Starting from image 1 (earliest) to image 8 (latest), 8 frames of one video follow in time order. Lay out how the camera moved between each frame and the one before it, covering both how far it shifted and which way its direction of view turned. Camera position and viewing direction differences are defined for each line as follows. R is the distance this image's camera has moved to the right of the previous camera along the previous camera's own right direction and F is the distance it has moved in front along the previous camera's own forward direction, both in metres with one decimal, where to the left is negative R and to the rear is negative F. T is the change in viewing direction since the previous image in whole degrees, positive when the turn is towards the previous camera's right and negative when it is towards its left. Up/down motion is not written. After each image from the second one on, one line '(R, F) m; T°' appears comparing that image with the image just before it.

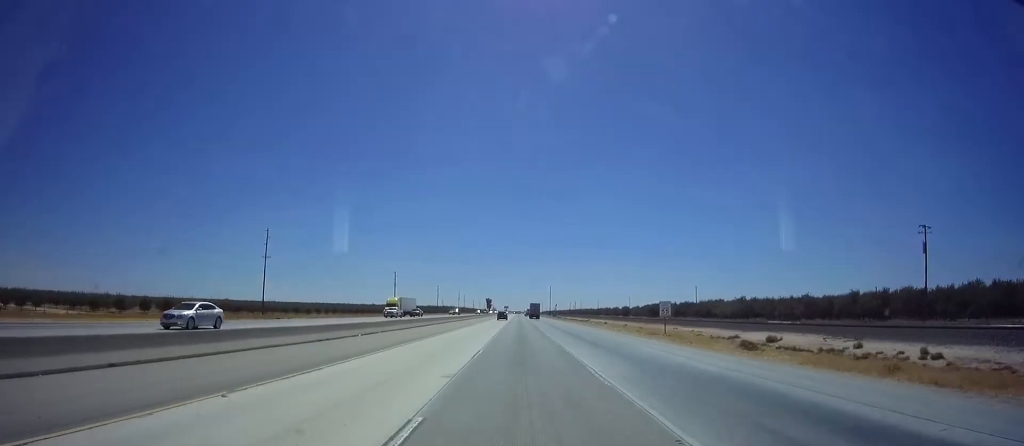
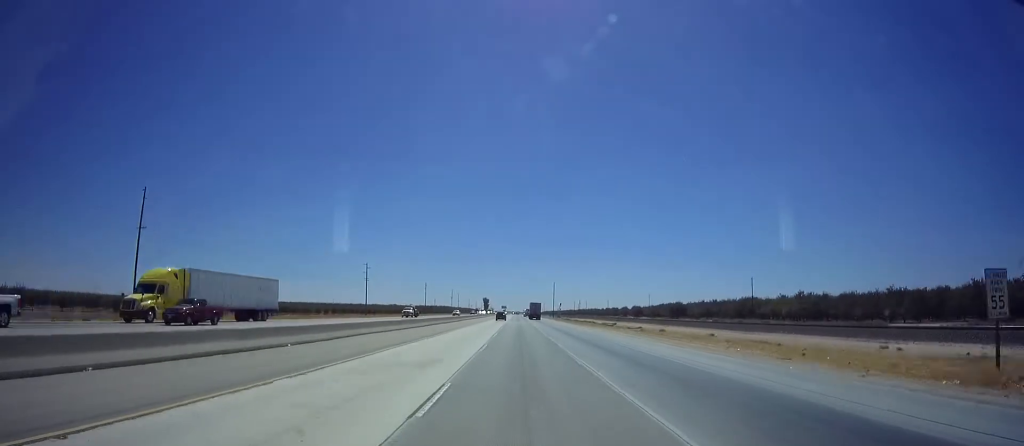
(-0.8, +40.0) m; 0°
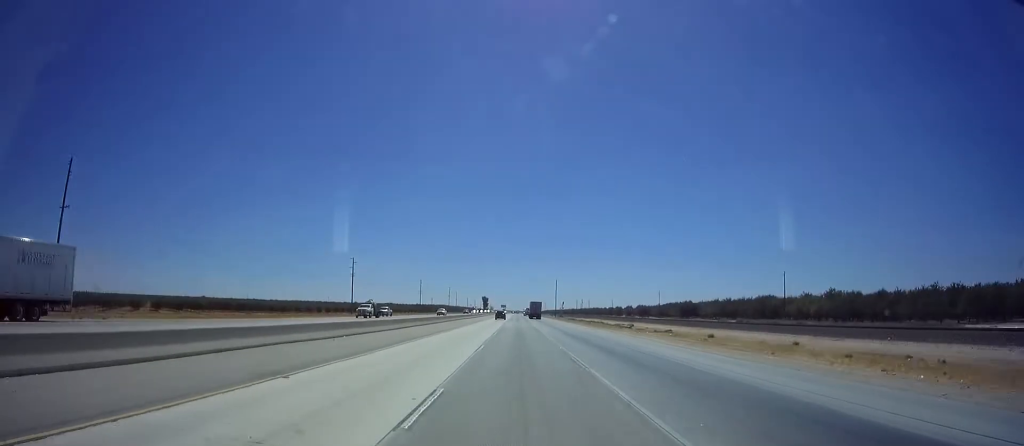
(+0.2, +15.6) m; 0°
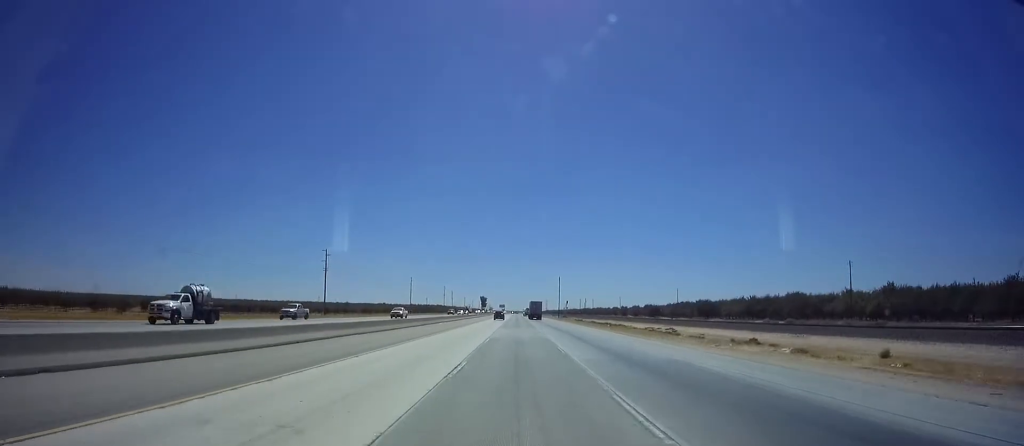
(+0.3, +23.4) m; +1°
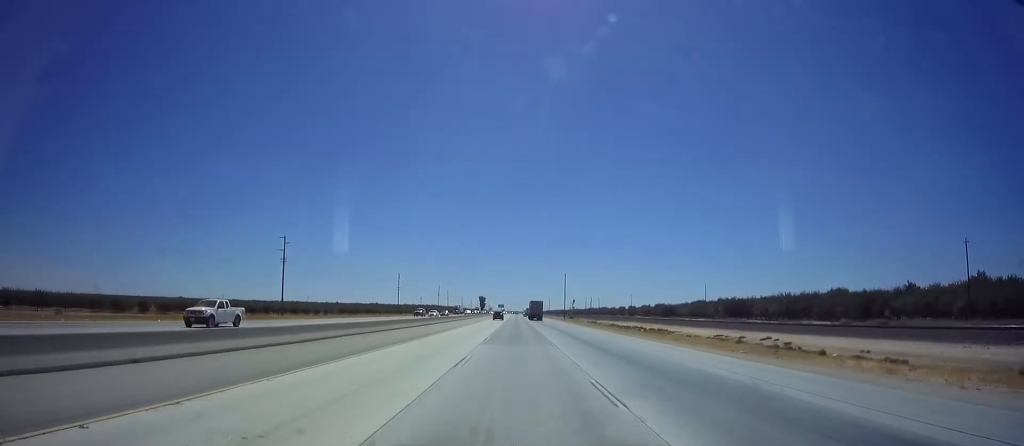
(0.0, +26.7) m; 0°
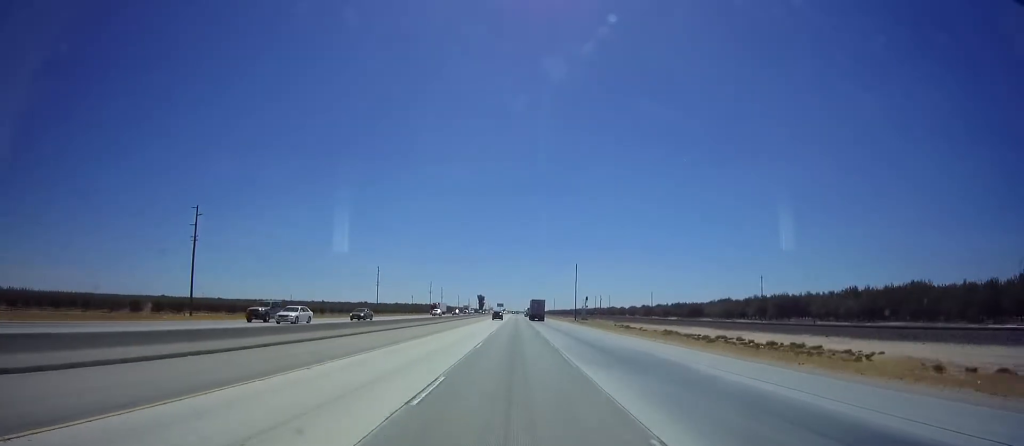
(0.0, +35.6) m; -1°
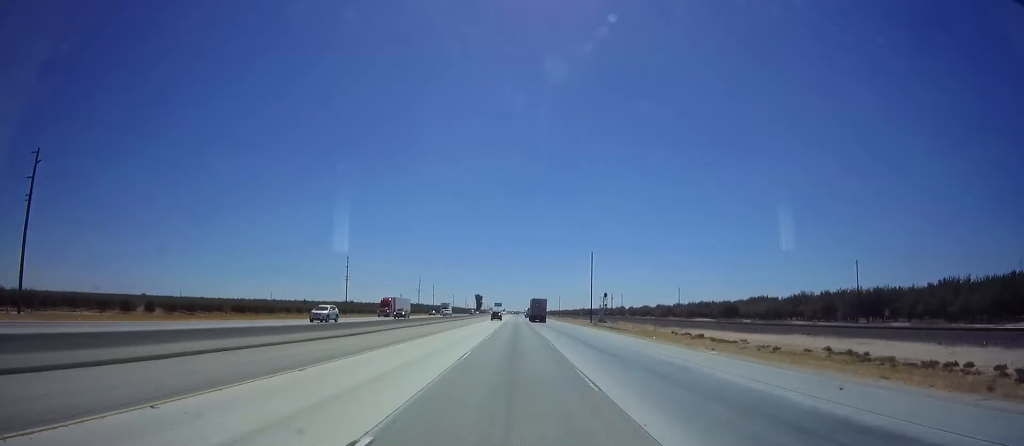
(-0.6, +35.7) m; 0°
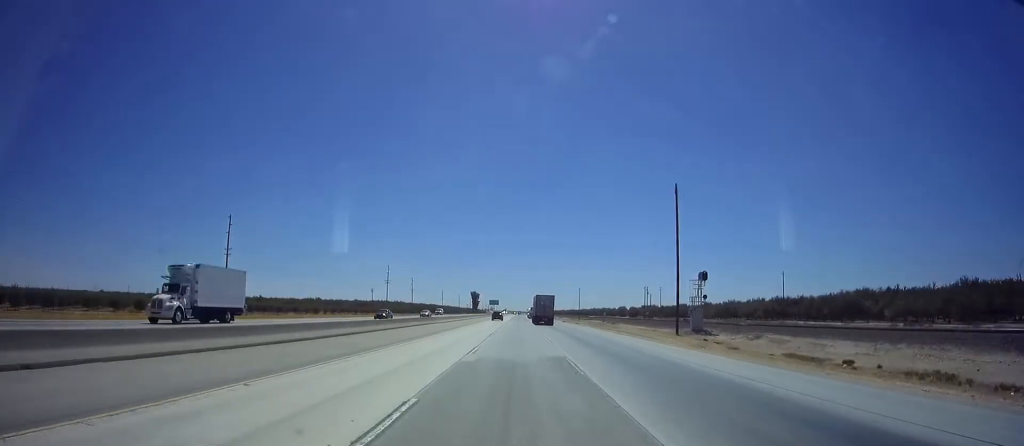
(+1.3, +70.0) m; 0°
